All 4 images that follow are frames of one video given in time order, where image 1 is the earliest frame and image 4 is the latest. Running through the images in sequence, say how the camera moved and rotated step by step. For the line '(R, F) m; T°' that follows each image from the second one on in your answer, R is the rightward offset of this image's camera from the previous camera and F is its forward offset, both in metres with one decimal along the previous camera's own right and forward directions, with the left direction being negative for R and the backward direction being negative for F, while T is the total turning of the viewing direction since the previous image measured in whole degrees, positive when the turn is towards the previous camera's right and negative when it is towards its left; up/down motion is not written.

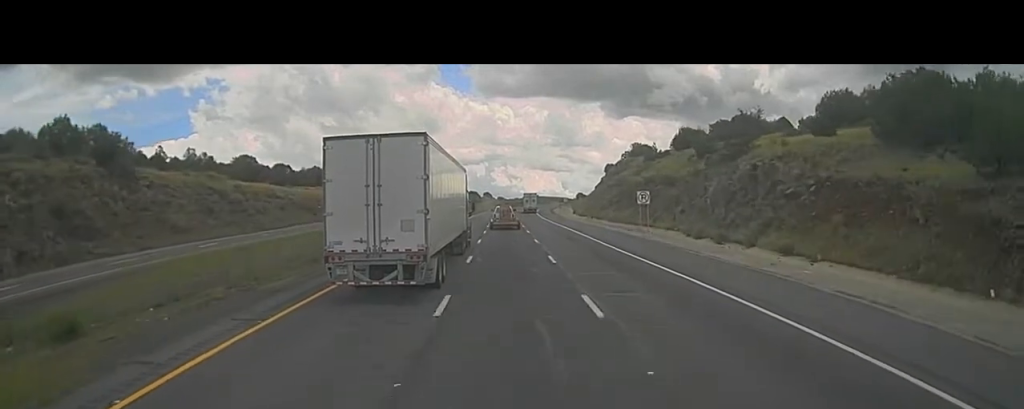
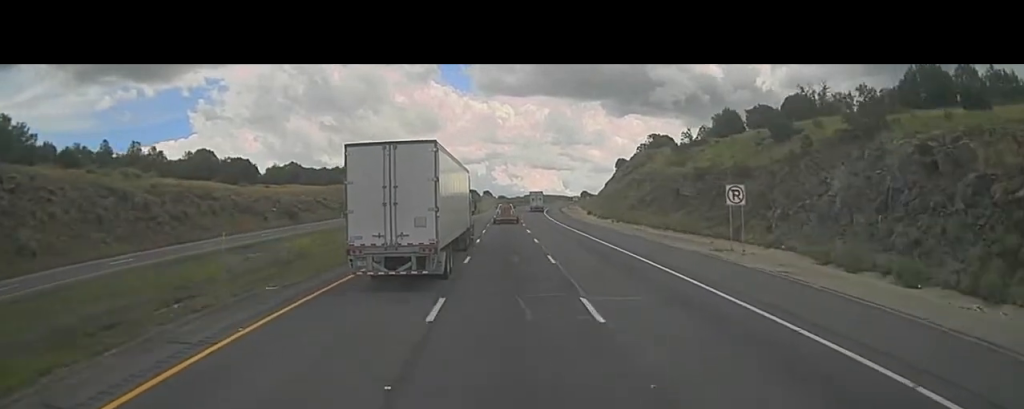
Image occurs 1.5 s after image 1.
(+0.7, +24.7) m; +2°
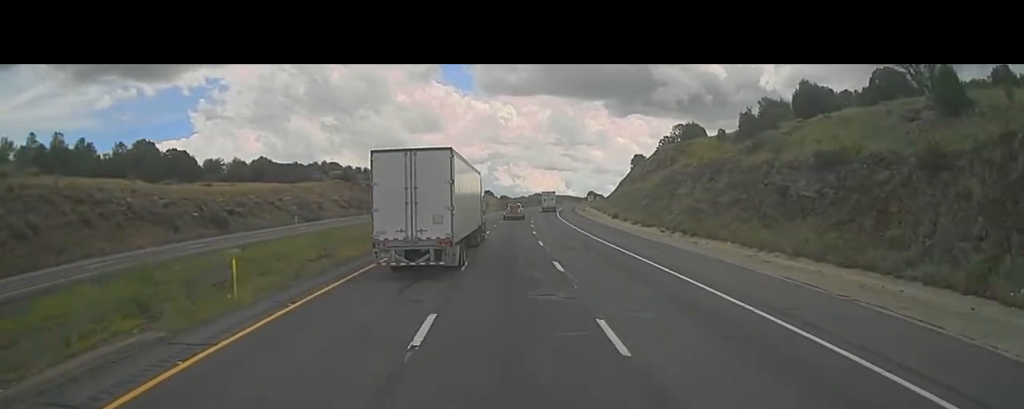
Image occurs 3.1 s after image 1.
(-0.5, +26.8) m; -2°
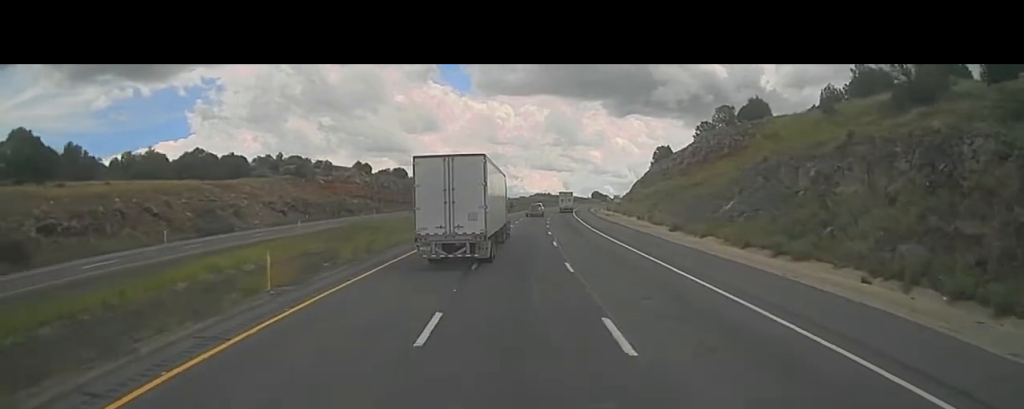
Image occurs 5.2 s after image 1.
(+0.1, +36.4) m; 0°
